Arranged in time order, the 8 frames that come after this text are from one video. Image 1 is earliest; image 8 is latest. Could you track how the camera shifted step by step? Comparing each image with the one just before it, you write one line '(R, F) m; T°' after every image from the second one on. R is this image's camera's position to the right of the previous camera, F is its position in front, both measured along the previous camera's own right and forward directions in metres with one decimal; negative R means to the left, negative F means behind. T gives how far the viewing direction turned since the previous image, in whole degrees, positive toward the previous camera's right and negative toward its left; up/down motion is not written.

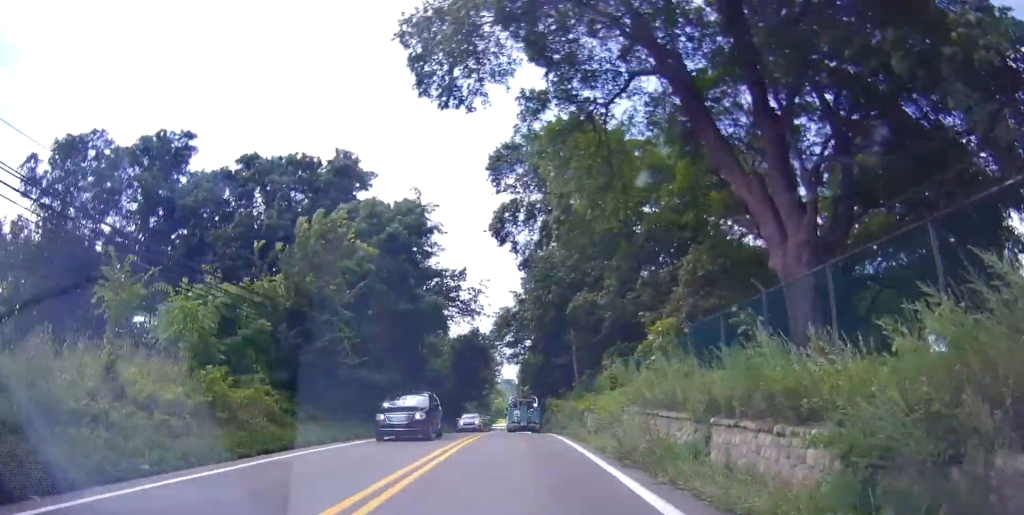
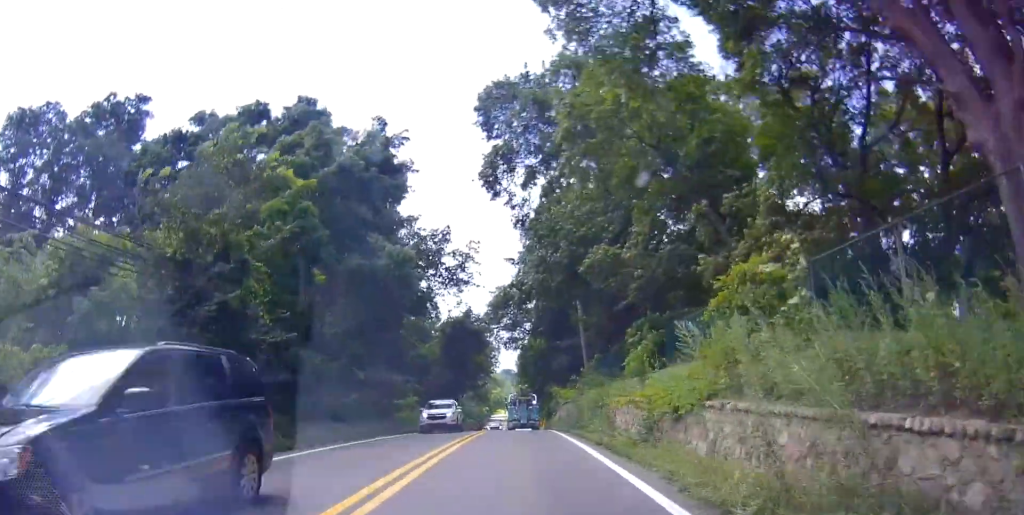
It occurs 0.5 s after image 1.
(+0.4, +7.7) m; +1°
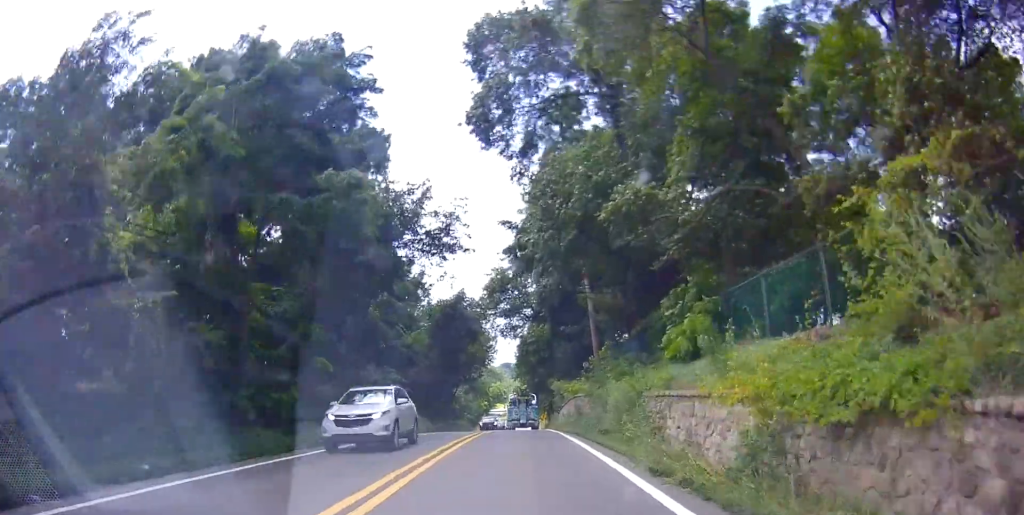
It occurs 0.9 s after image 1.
(+0.2, +6.2) m; +1°
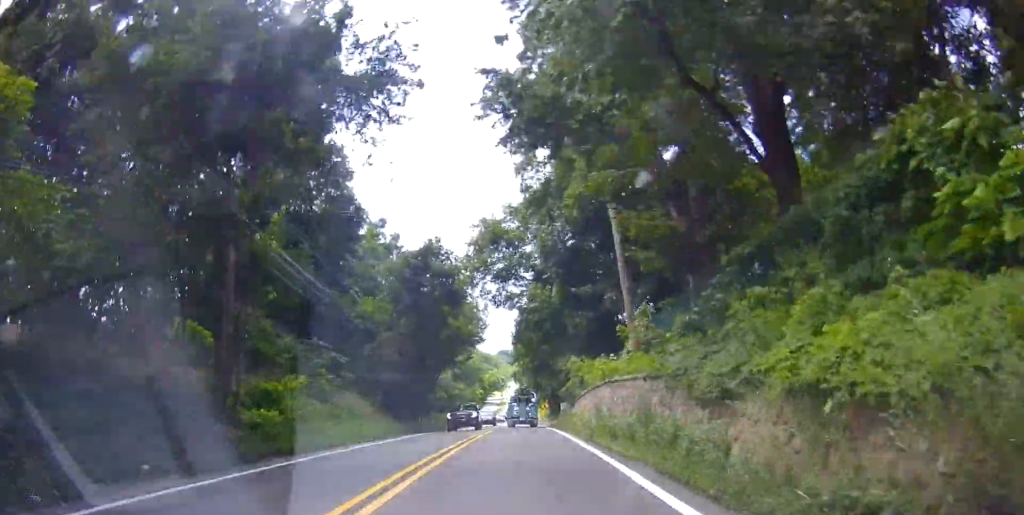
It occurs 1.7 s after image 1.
(-0.3, +12.8) m; 0°
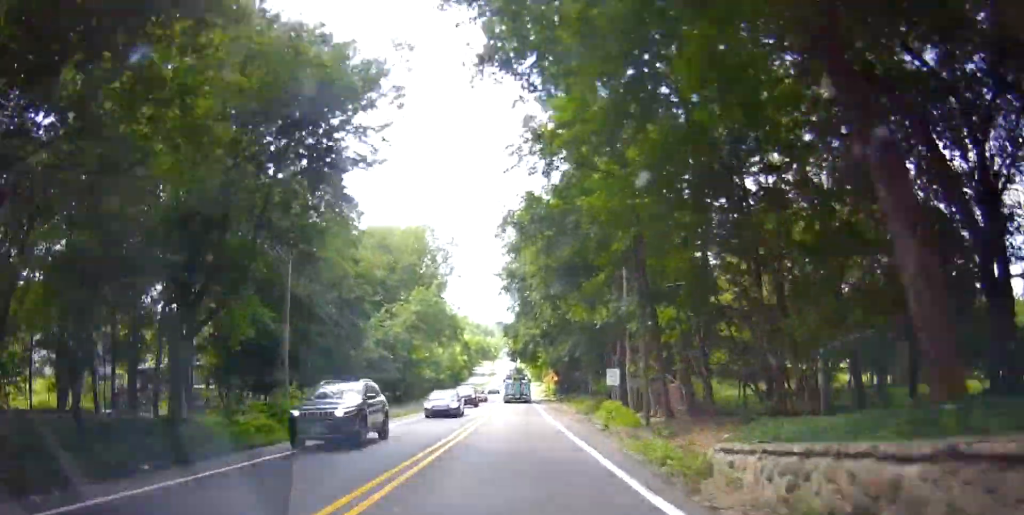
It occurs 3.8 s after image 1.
(-0.7, +35.1) m; -1°
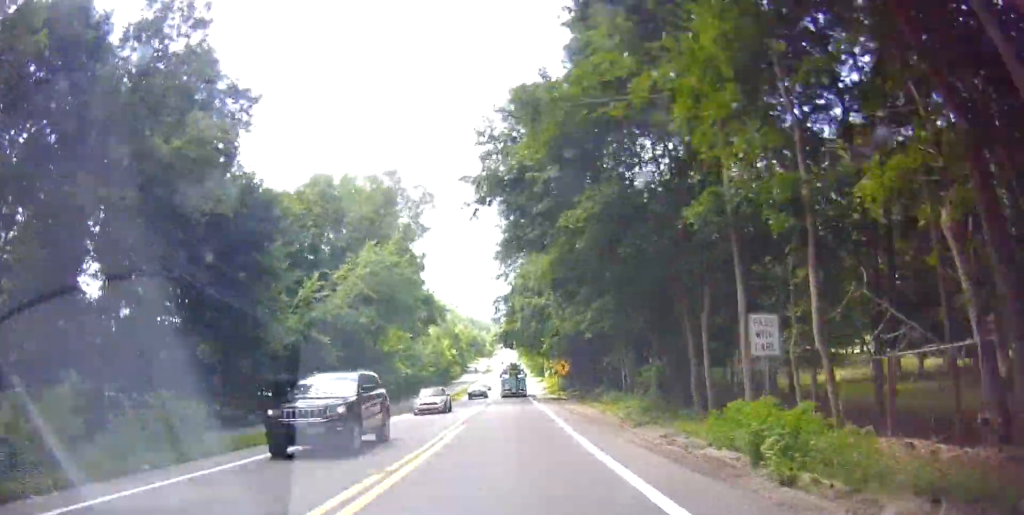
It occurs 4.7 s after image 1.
(+0.6, +16.6) m; 0°
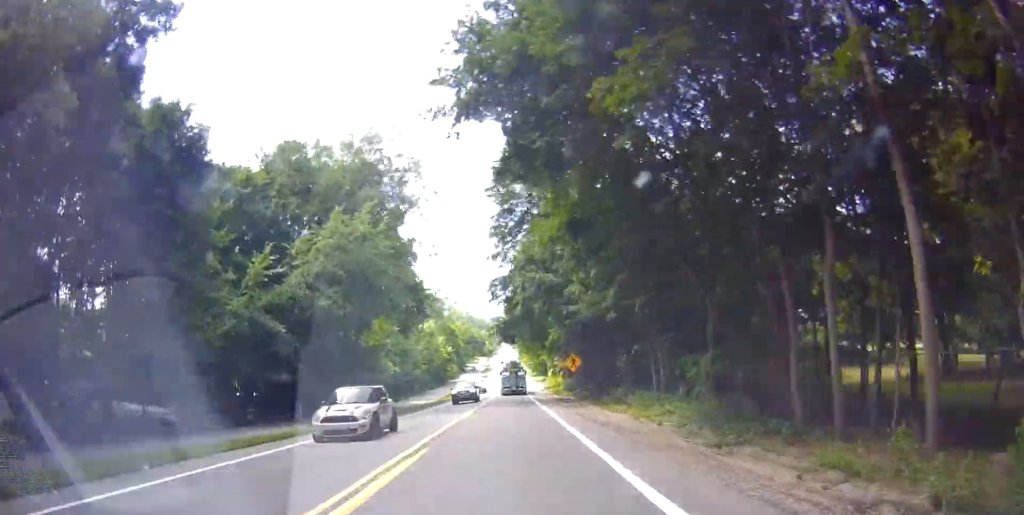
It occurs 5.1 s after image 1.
(-0.1, +7.4) m; 0°
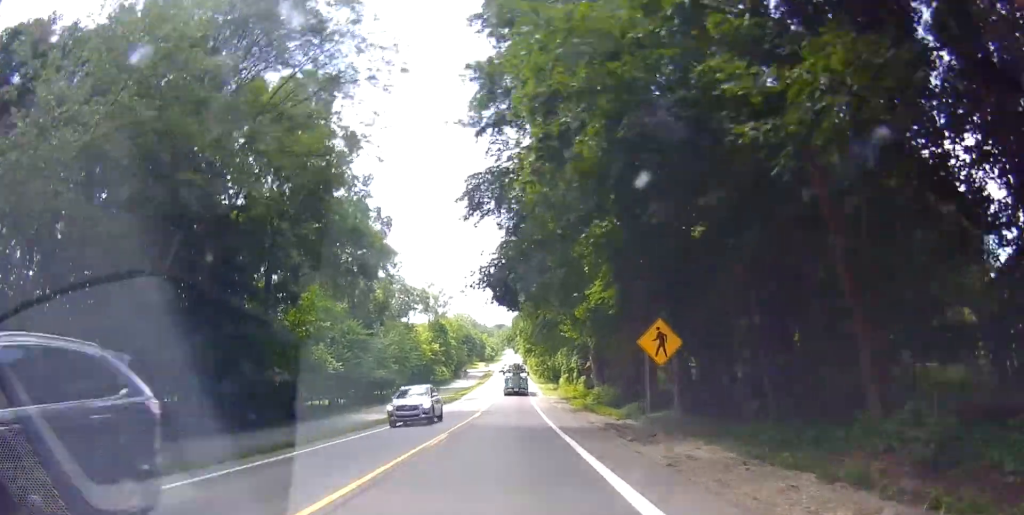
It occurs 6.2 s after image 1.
(-0.1, +21.2) m; +2°
